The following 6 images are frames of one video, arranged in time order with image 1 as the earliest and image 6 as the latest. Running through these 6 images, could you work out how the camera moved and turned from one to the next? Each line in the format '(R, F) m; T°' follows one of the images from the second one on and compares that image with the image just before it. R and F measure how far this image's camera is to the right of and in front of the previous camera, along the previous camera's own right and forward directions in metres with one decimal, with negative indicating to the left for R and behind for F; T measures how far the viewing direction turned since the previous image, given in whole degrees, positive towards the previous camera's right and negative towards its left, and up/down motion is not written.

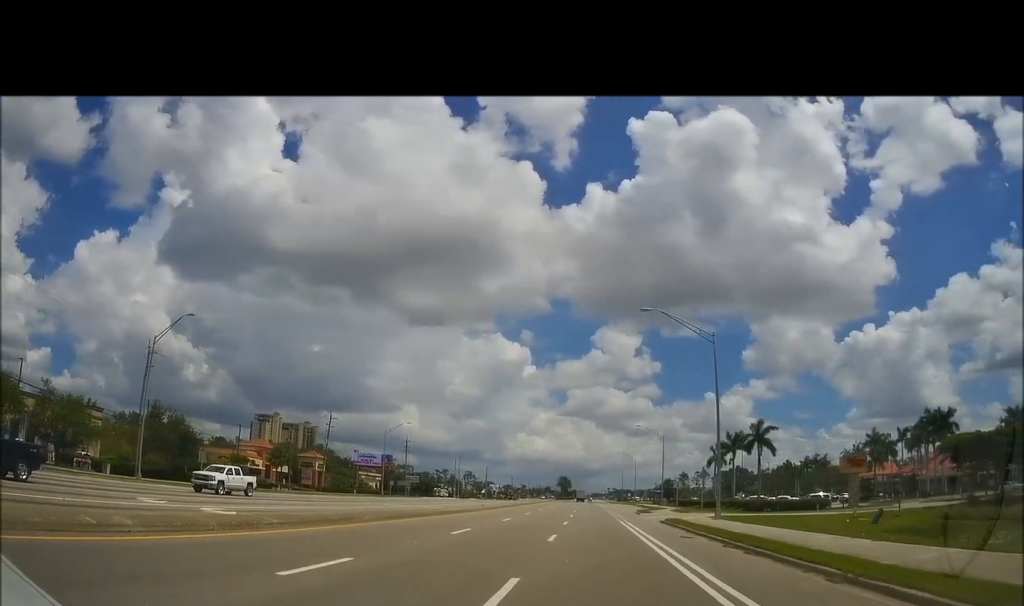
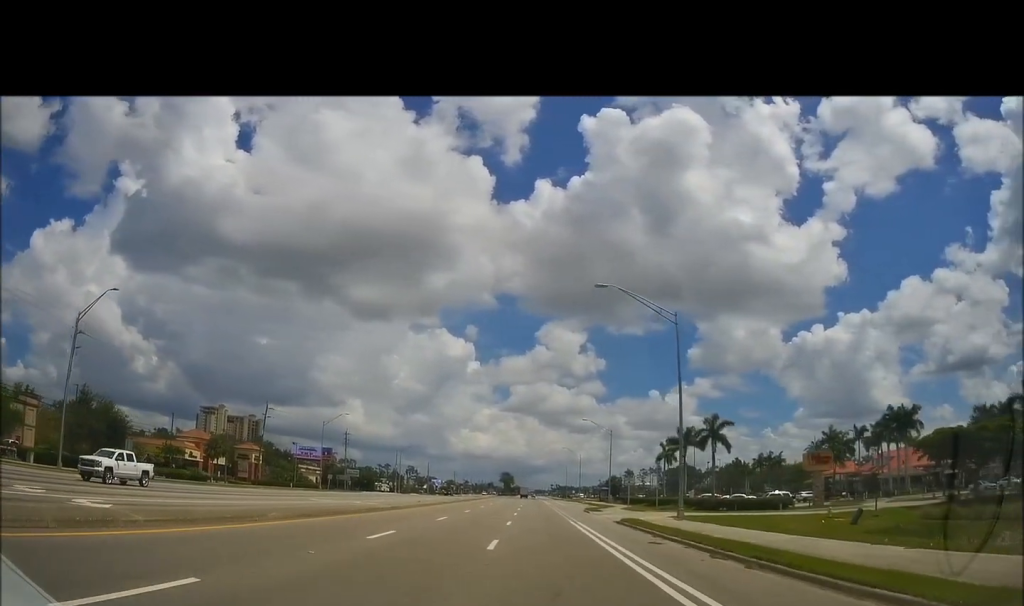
(+1.0, +3.7) m; +8°
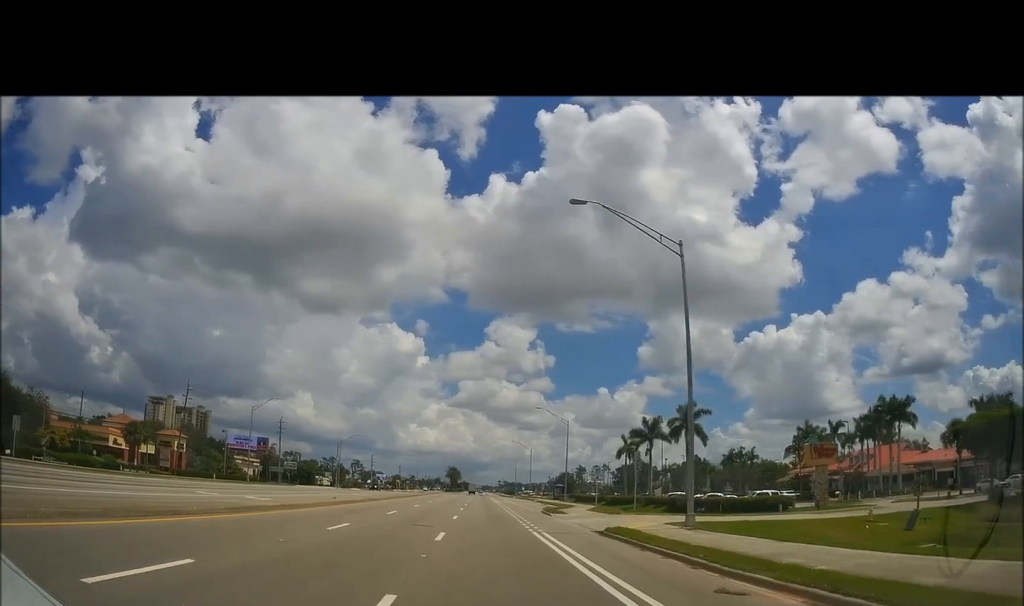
(+1.2, +9.4) m; +11°
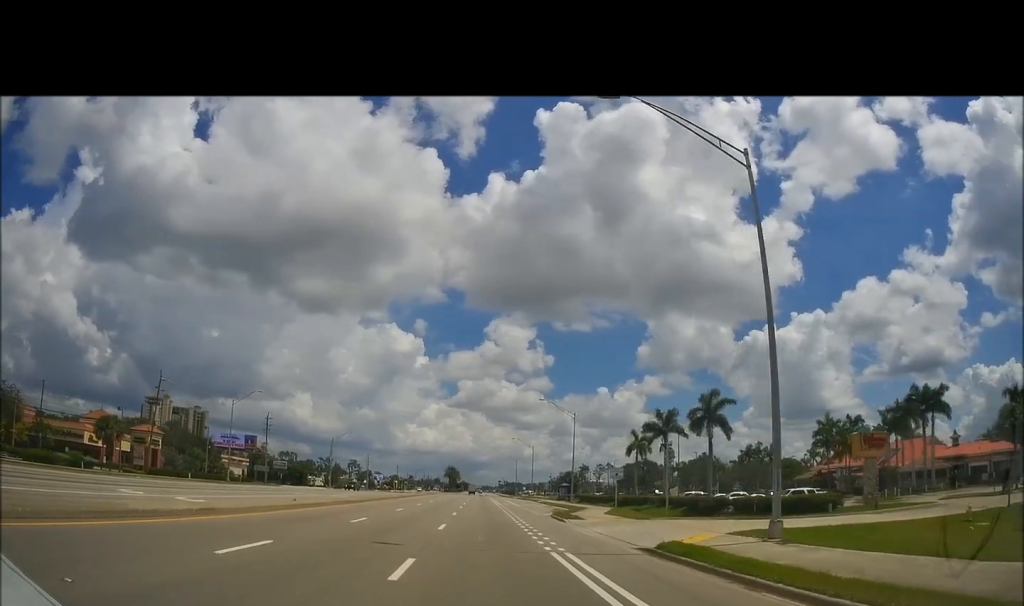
(+0.5, +6.8) m; +3°
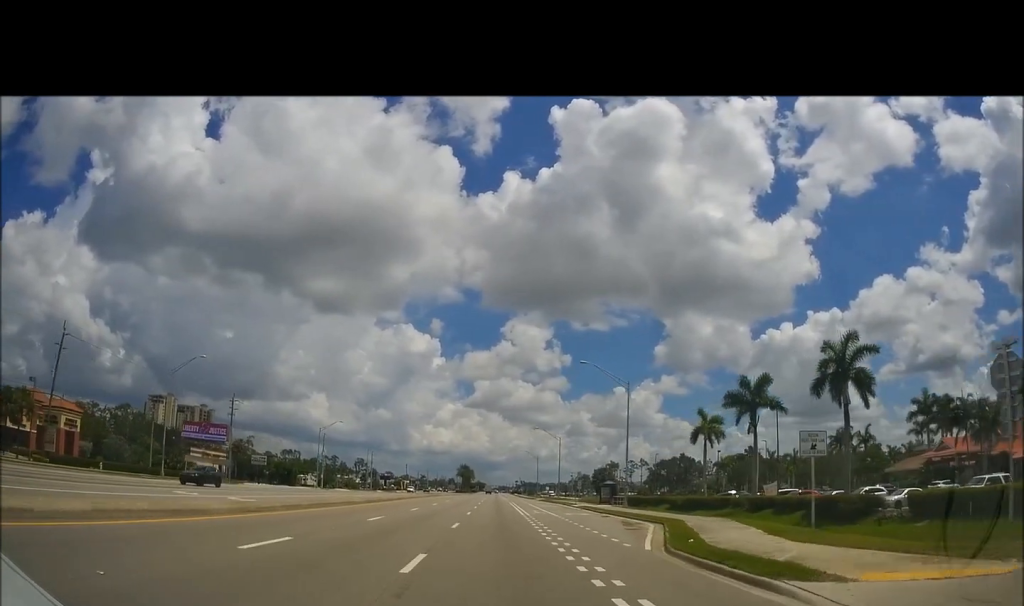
(+0.6, +21.5) m; +1°
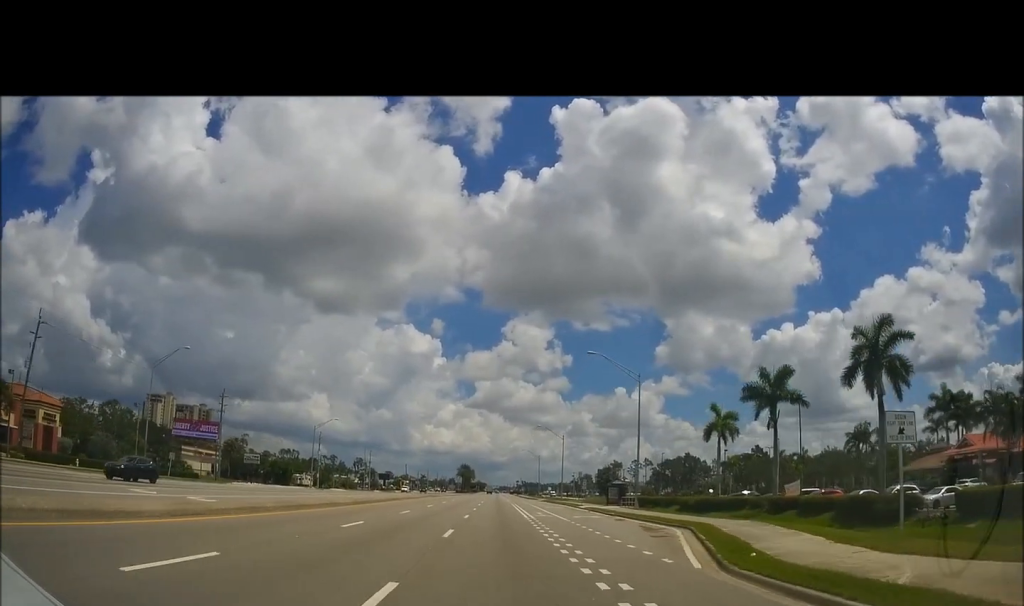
(-0.2, +4.1) m; -1°
